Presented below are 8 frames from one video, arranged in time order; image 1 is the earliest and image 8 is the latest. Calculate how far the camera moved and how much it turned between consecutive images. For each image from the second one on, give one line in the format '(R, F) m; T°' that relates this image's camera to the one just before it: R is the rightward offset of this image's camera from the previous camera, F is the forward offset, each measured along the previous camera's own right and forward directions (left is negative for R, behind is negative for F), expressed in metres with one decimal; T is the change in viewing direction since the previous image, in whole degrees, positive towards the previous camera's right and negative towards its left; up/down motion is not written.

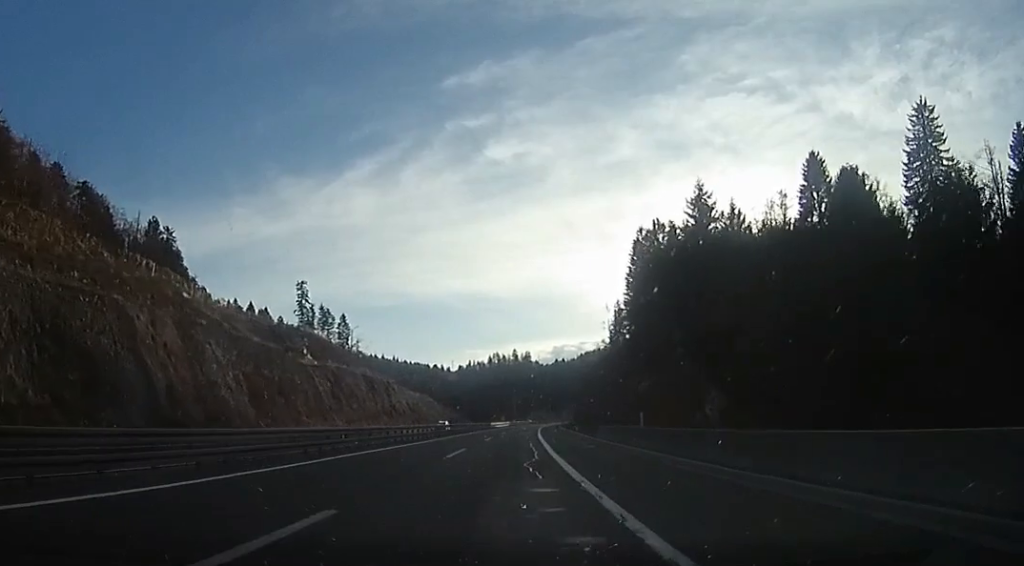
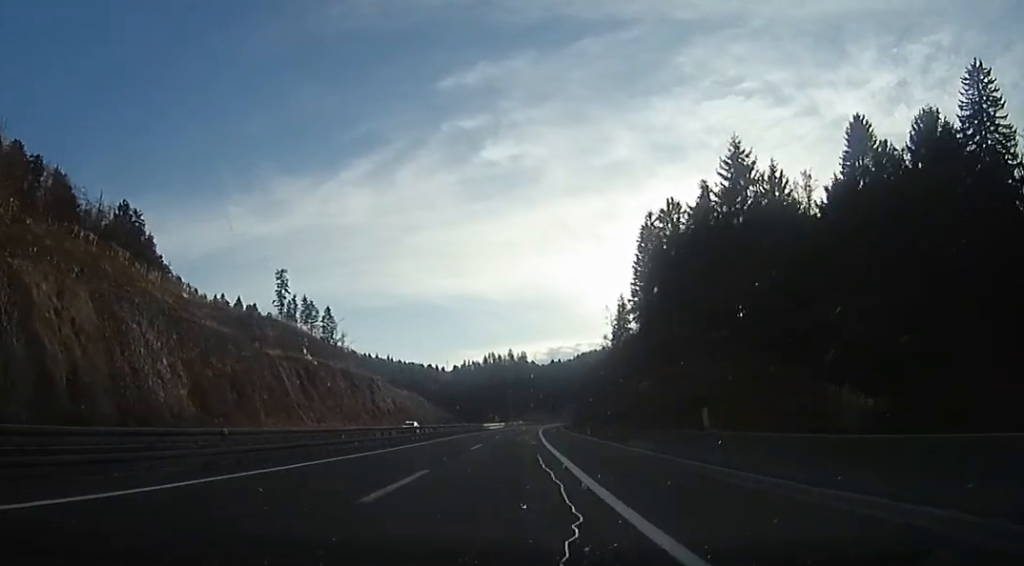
(-0.4, +11.8) m; 0°
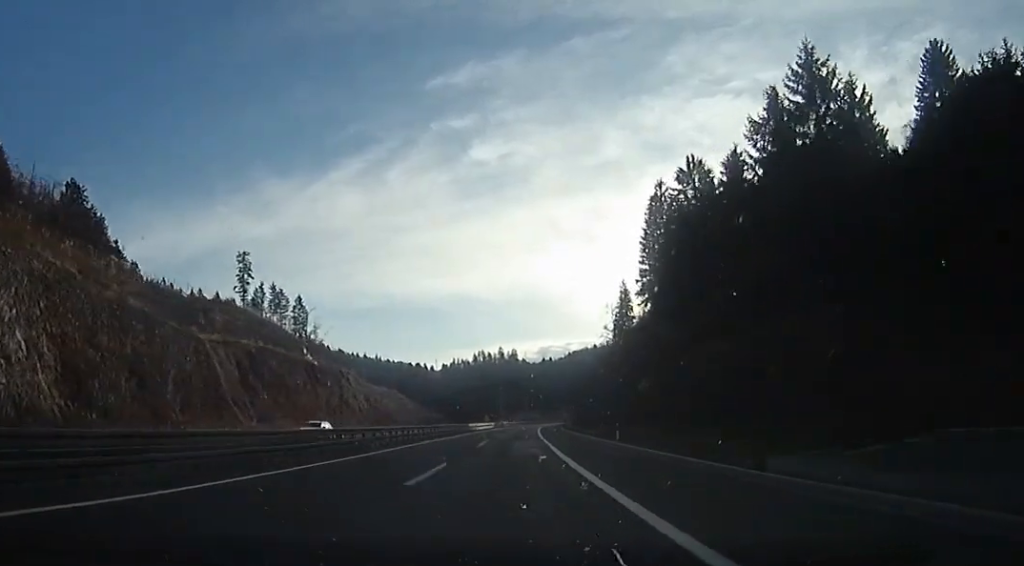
(+0.1, +16.1) m; +1°
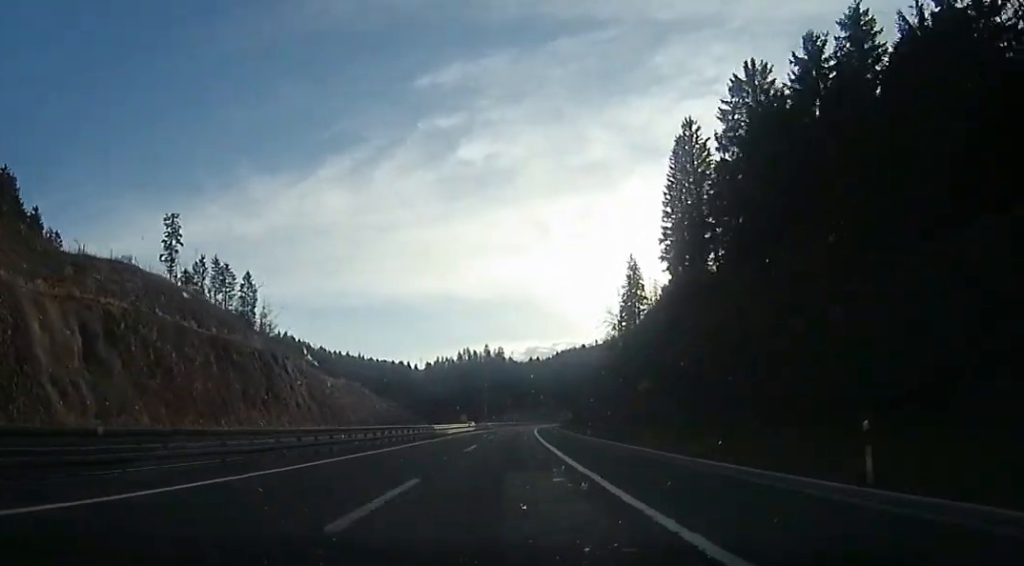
(+0.6, +24.5) m; +2°
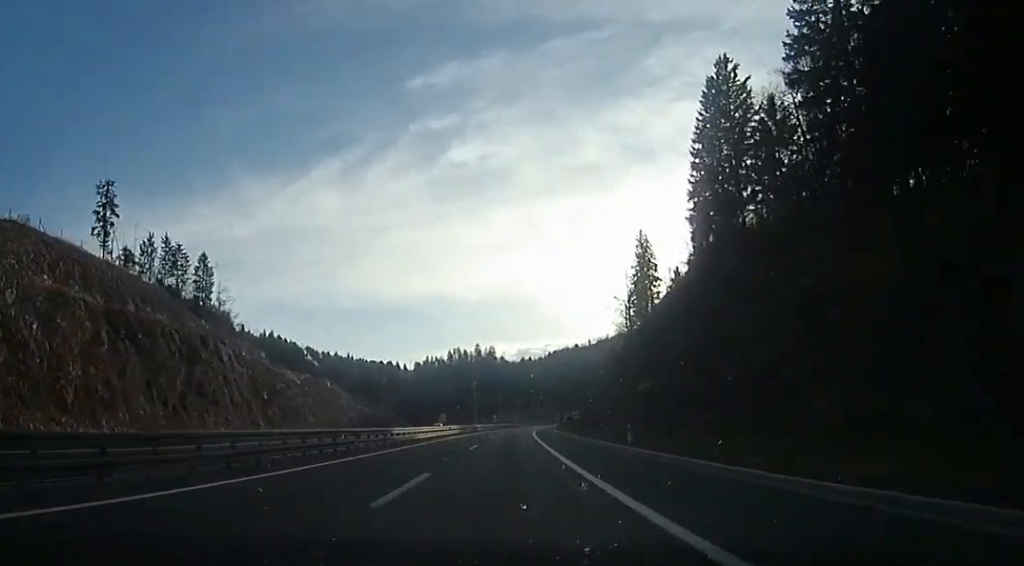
(+0.5, +16.9) m; 0°
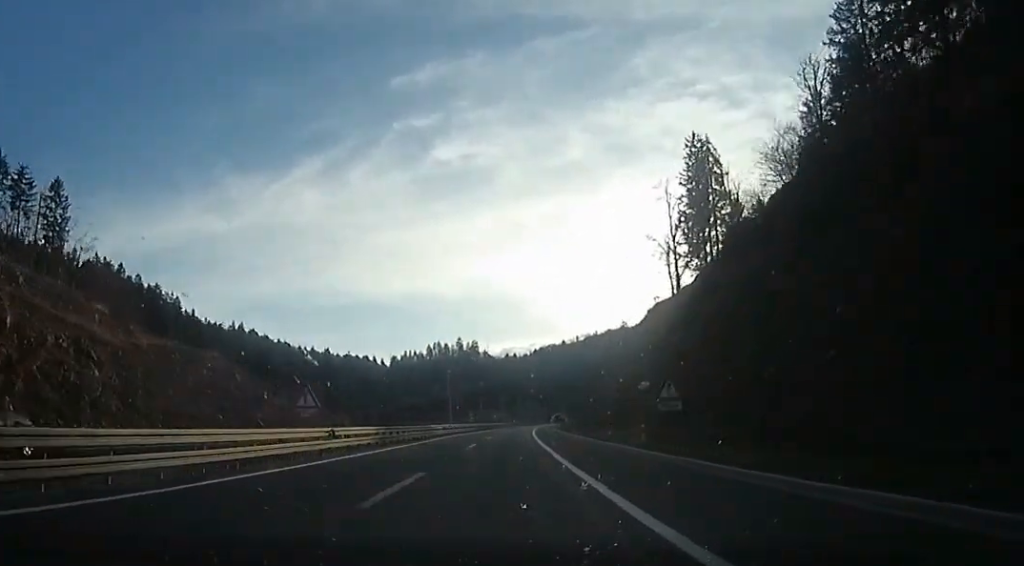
(-0.1, +39.2) m; +2°
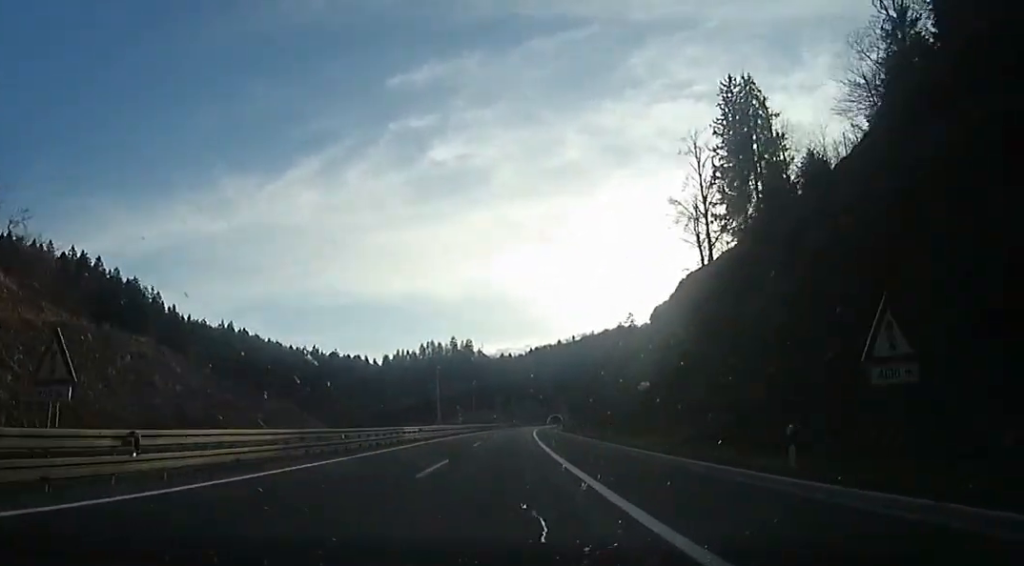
(+0.8, +13.7) m; +1°
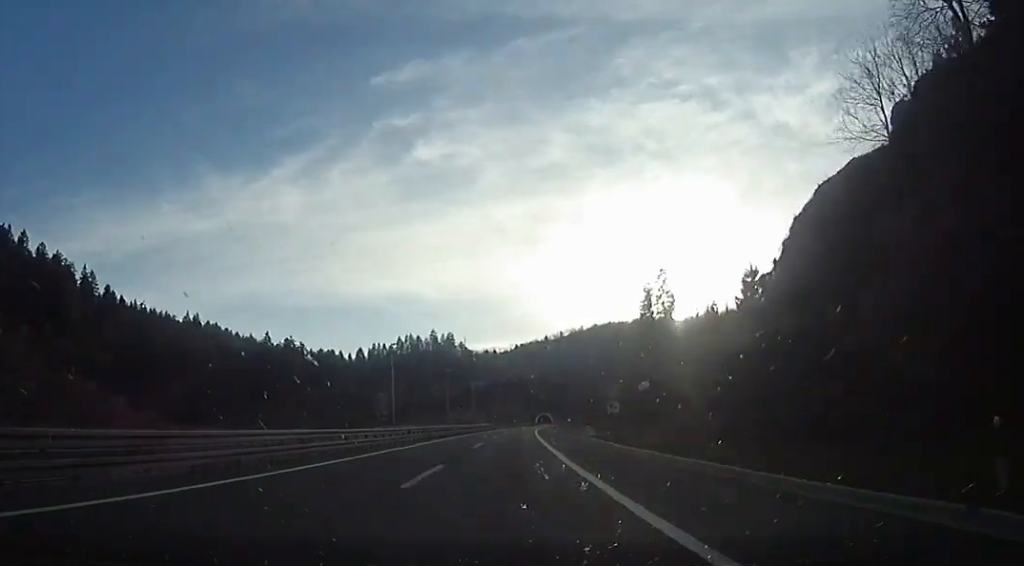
(-0.1, +41.0) m; +1°
